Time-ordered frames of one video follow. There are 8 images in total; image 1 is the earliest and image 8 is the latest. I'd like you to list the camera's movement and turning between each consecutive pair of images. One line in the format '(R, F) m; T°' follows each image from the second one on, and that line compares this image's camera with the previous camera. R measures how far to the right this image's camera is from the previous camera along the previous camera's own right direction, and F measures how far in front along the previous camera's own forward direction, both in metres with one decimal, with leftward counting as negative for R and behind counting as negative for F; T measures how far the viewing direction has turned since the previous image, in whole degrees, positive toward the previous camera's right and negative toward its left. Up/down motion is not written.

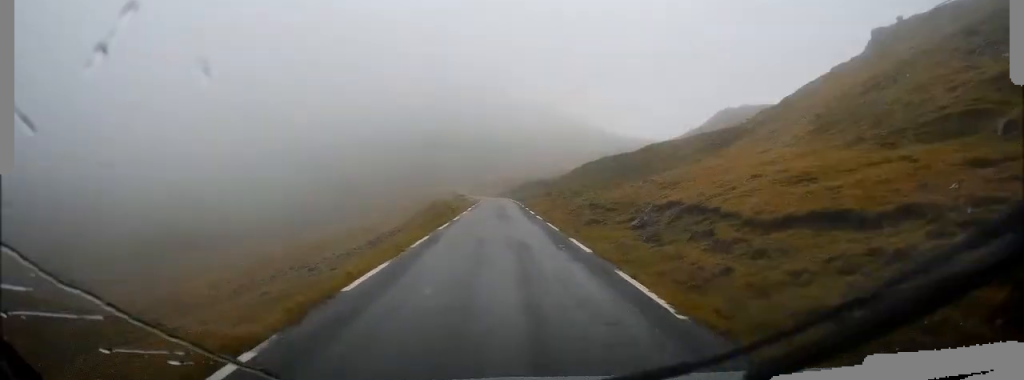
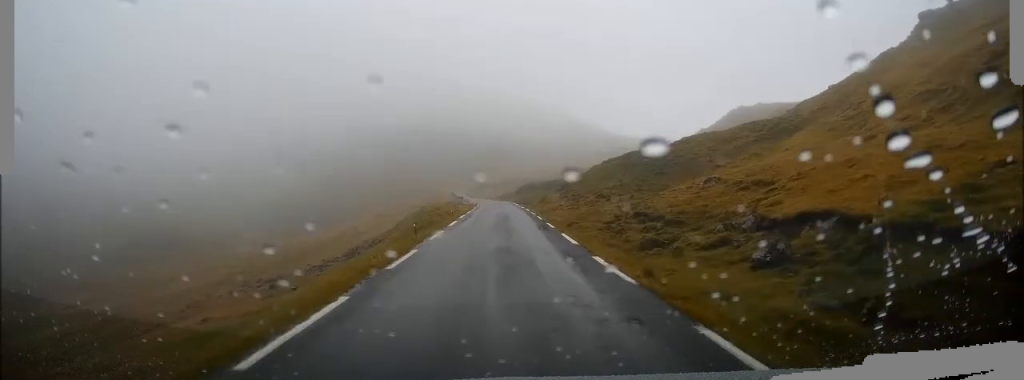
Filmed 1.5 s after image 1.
(+0.3, +15.4) m; +1°
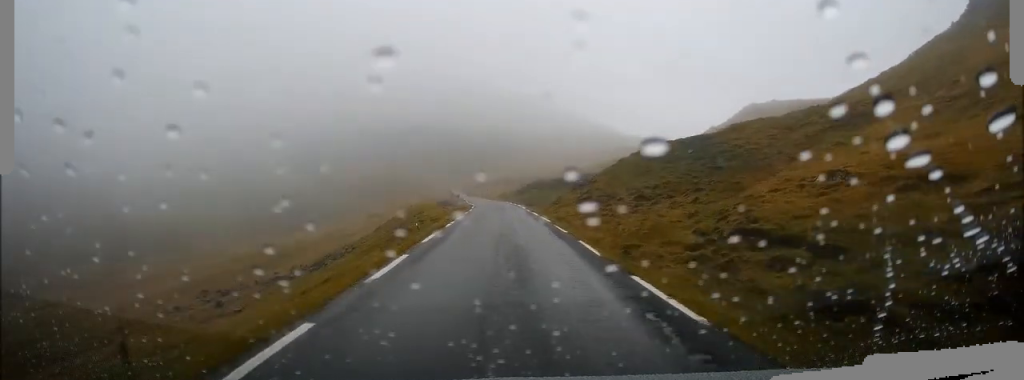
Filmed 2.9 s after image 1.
(-0.4, +14.2) m; -2°
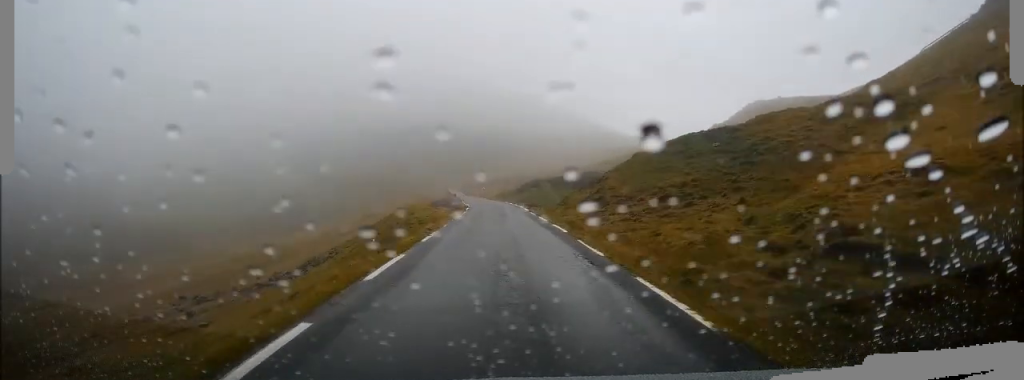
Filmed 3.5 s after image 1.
(-0.1, +6.2) m; 0°
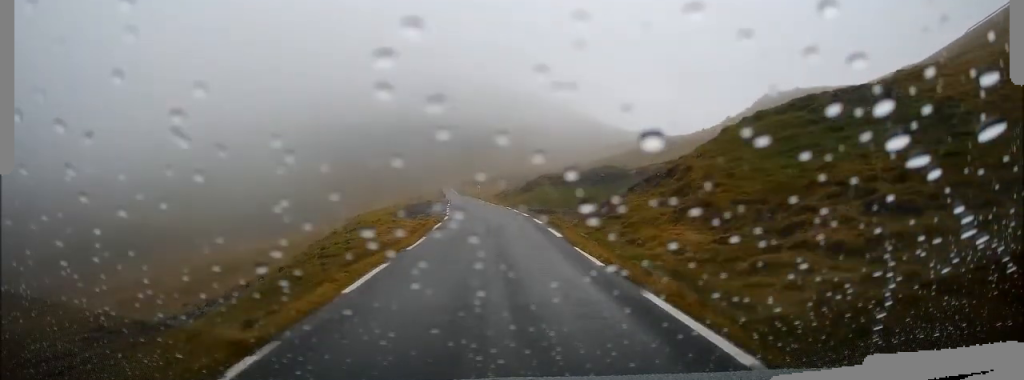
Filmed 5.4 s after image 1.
(-0.1, +19.2) m; 0°
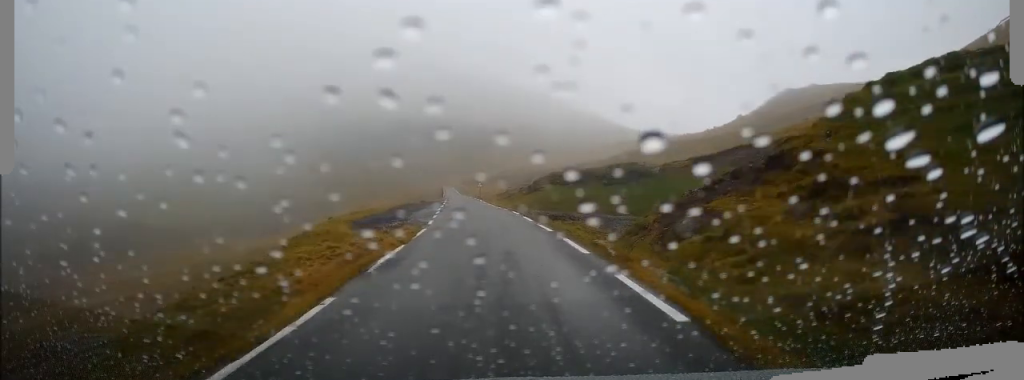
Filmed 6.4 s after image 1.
(+0.4, +10.3) m; +2°
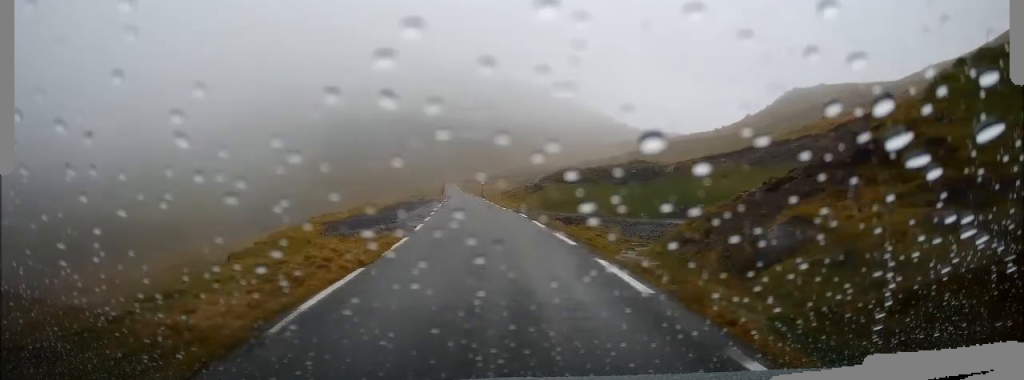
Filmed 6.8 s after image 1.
(0.0, +4.1) m; -1°
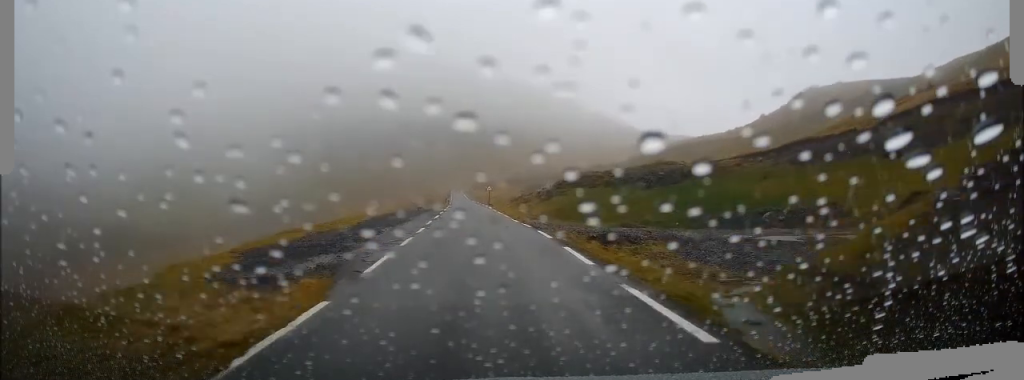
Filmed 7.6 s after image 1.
(0.0, +7.9) m; -2°
